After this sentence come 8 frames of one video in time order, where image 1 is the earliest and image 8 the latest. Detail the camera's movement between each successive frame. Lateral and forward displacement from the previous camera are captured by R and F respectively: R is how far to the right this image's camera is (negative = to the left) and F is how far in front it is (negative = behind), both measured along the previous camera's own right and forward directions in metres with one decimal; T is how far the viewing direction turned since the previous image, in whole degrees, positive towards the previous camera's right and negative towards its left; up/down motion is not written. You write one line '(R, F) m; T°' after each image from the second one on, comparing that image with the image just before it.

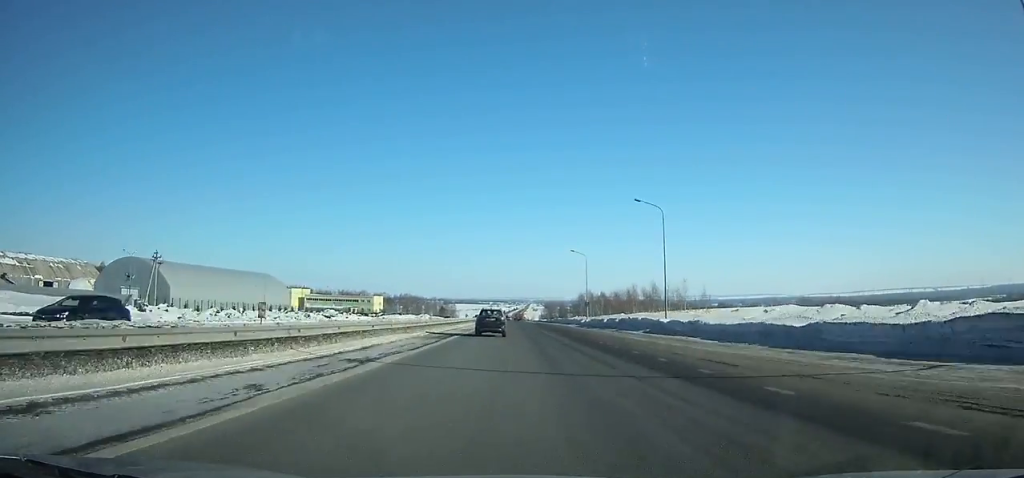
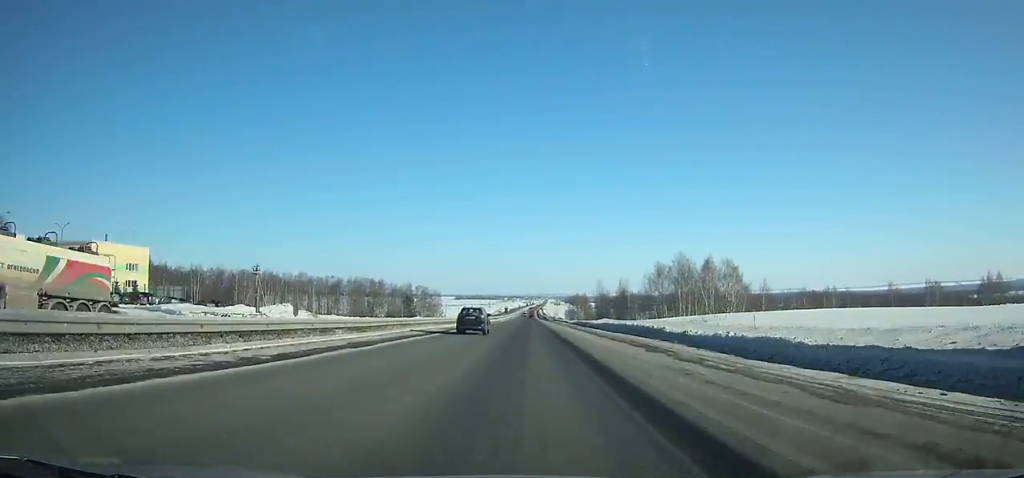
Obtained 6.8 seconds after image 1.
(-1.1, +170.3) m; -1°
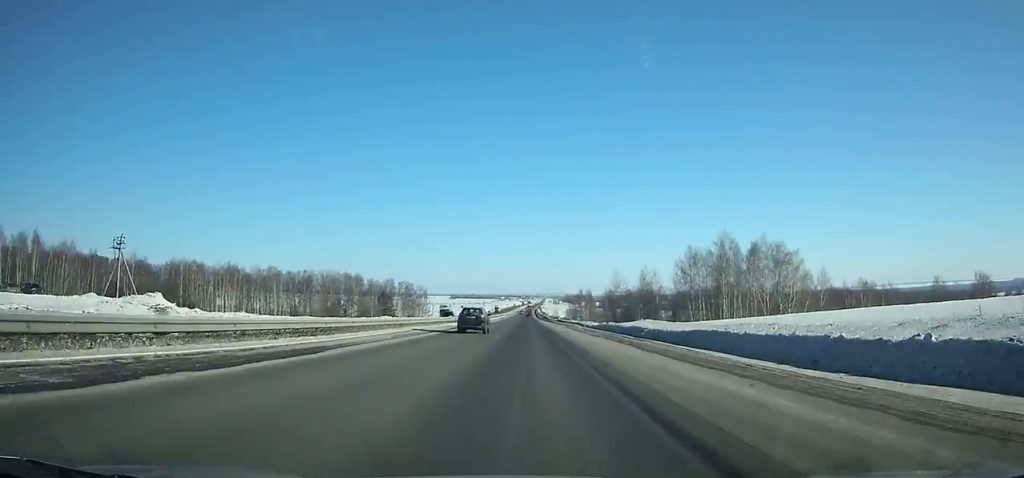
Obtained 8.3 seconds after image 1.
(-0.1, +37.8) m; 0°
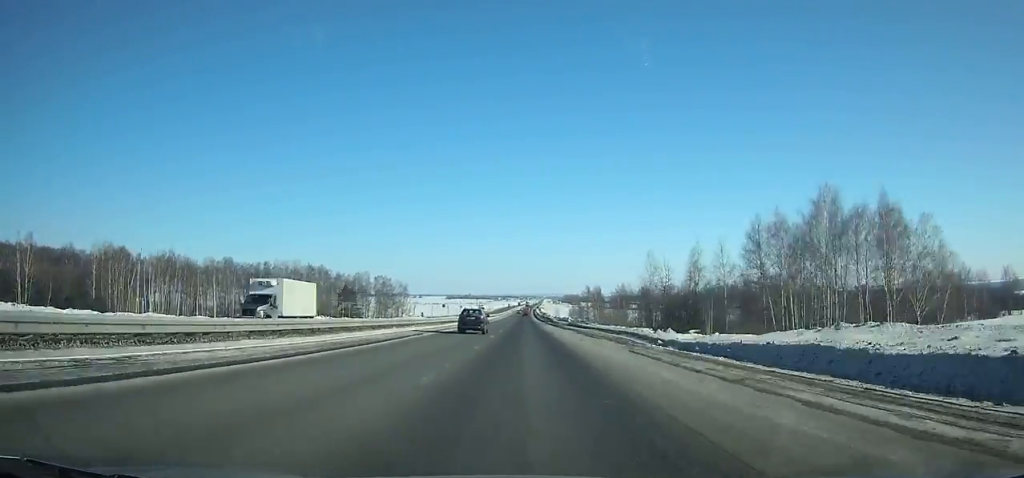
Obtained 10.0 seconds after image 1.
(+0.1, +43.1) m; 0°
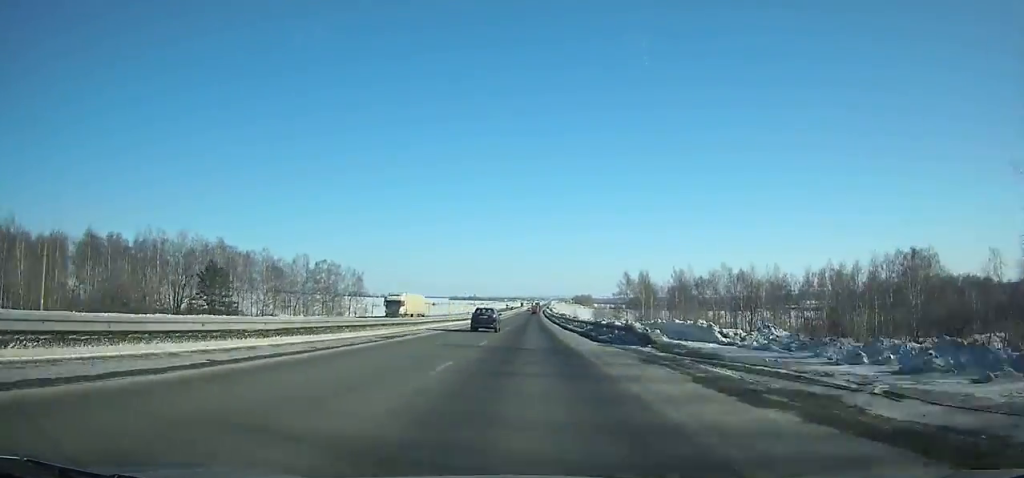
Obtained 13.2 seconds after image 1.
(-0.5, +81.3) m; 0°
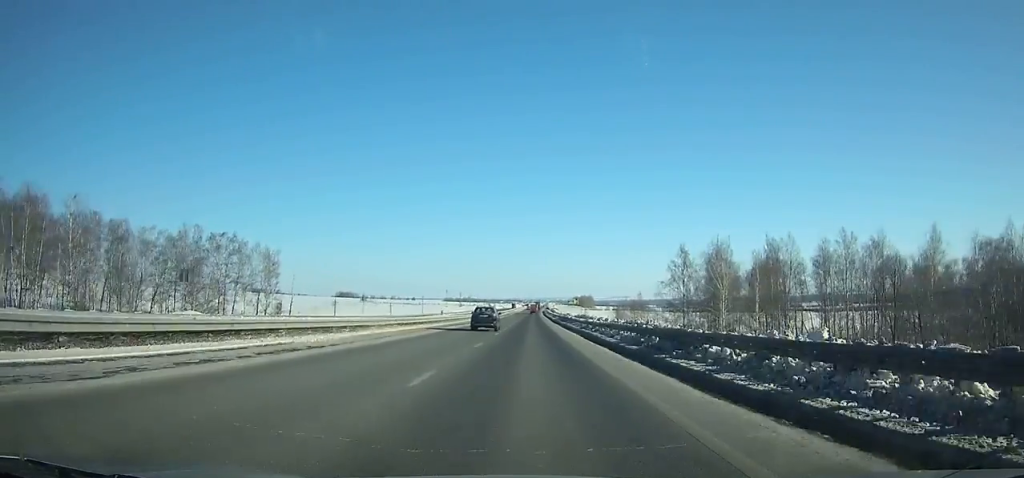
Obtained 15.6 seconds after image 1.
(0.0, +61.2) m; 0°
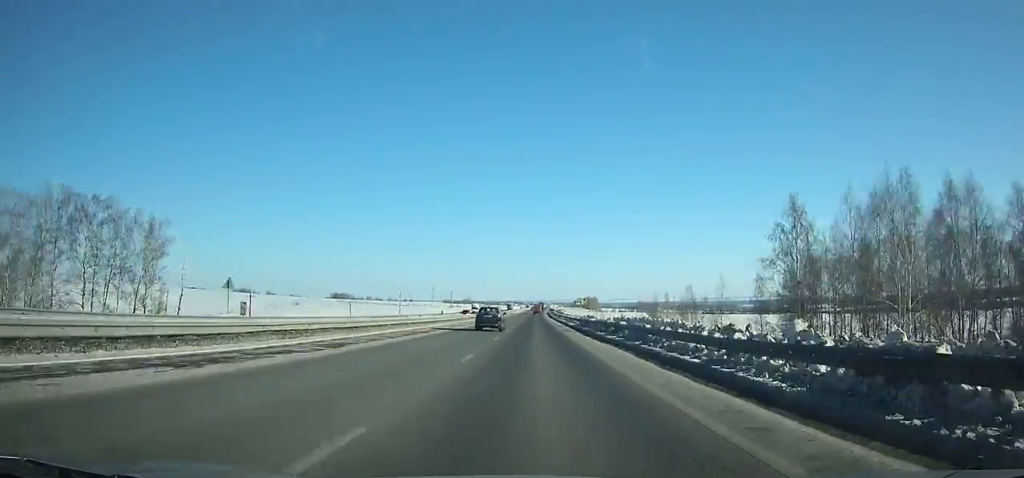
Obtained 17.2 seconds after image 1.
(+0.1, +40.7) m; 0°
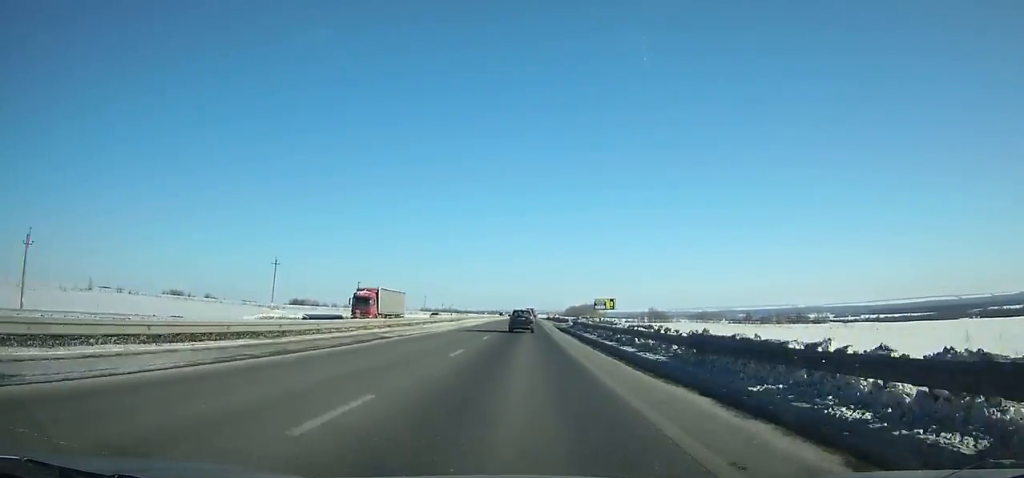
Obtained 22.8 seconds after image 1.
(+1.4, +140.7) m; +1°
